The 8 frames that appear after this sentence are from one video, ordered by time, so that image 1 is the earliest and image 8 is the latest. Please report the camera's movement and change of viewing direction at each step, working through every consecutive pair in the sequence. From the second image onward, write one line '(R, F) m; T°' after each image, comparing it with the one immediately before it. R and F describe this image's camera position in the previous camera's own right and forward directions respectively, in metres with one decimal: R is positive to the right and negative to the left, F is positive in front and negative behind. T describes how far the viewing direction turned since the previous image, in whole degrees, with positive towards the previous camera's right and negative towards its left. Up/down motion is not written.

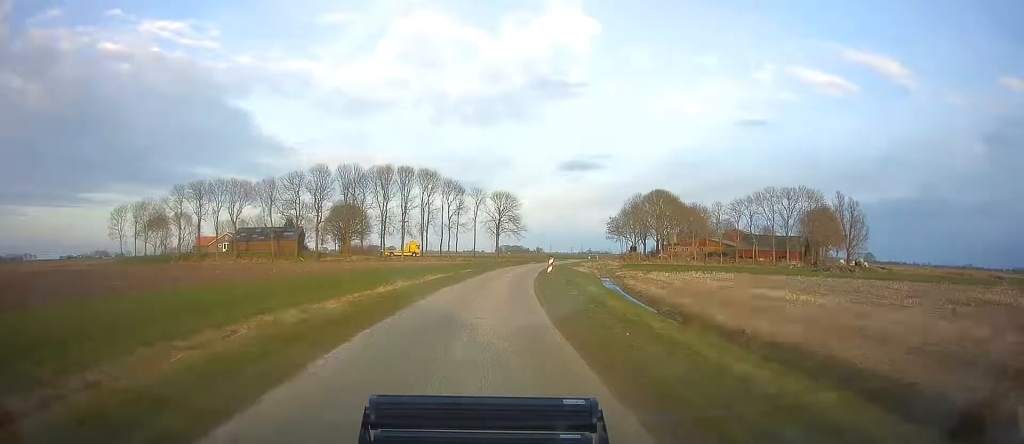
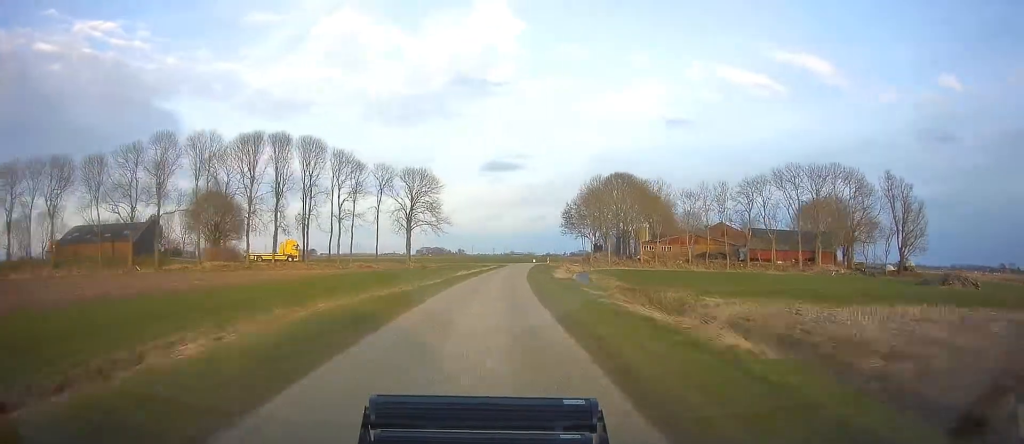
(+1.9, +39.8) m; +6°
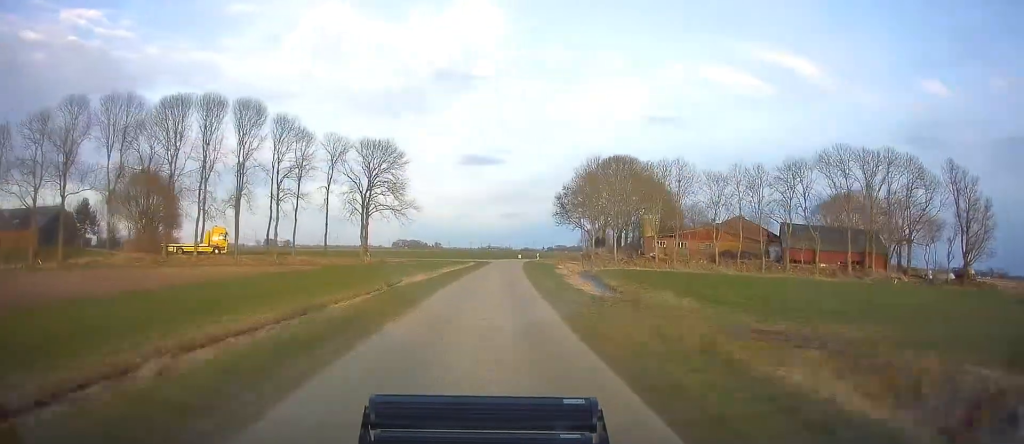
(+0.6, +19.3) m; +2°
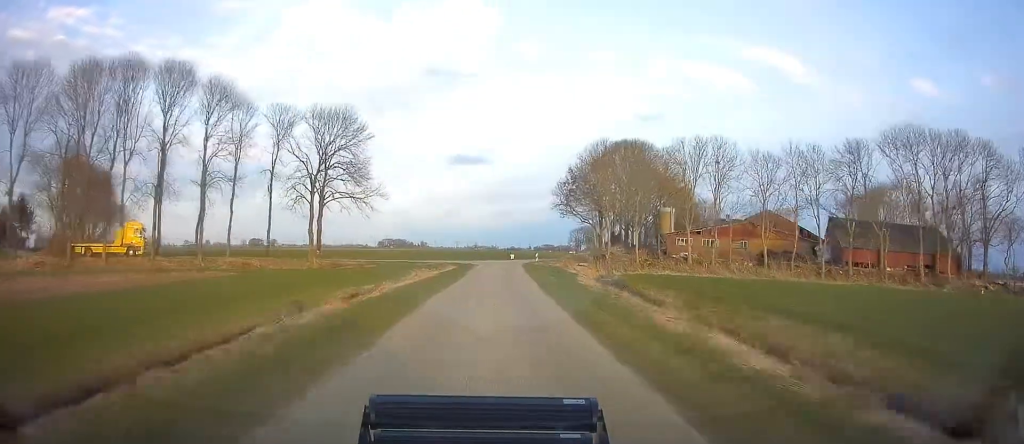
(+0.3, +17.7) m; +2°
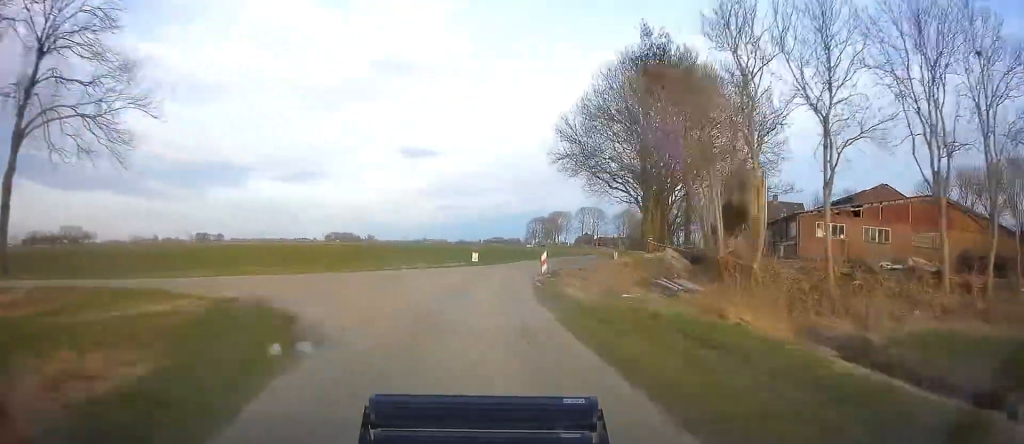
(+1.4, +40.8) m; +5°
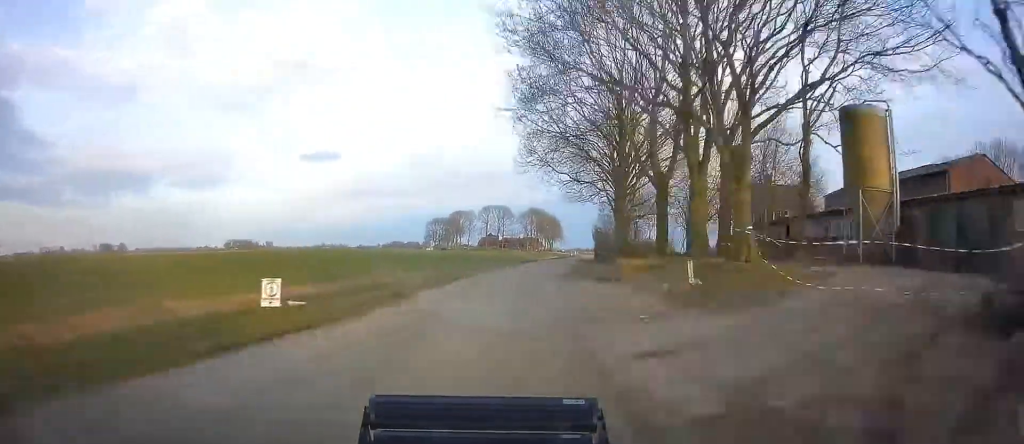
(+1.2, +26.8) m; +8°
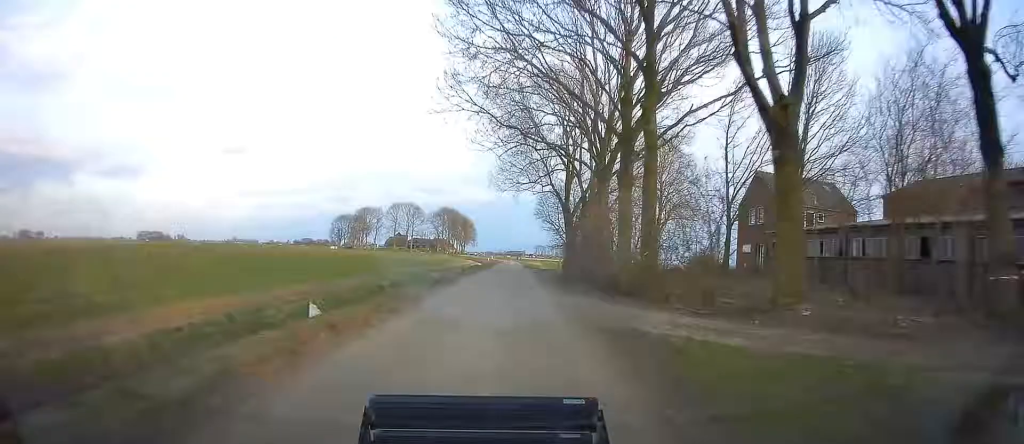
(+1.5, +22.6) m; +7°
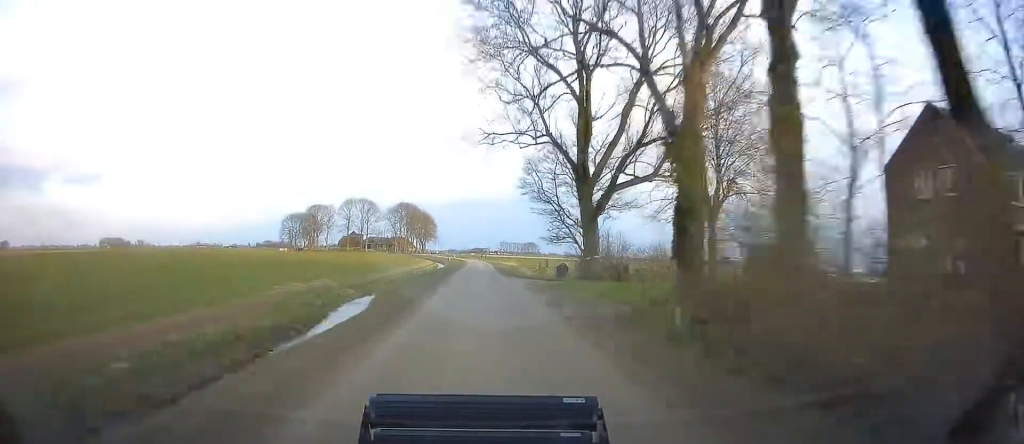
(+1.8, +24.2) m; +5°
